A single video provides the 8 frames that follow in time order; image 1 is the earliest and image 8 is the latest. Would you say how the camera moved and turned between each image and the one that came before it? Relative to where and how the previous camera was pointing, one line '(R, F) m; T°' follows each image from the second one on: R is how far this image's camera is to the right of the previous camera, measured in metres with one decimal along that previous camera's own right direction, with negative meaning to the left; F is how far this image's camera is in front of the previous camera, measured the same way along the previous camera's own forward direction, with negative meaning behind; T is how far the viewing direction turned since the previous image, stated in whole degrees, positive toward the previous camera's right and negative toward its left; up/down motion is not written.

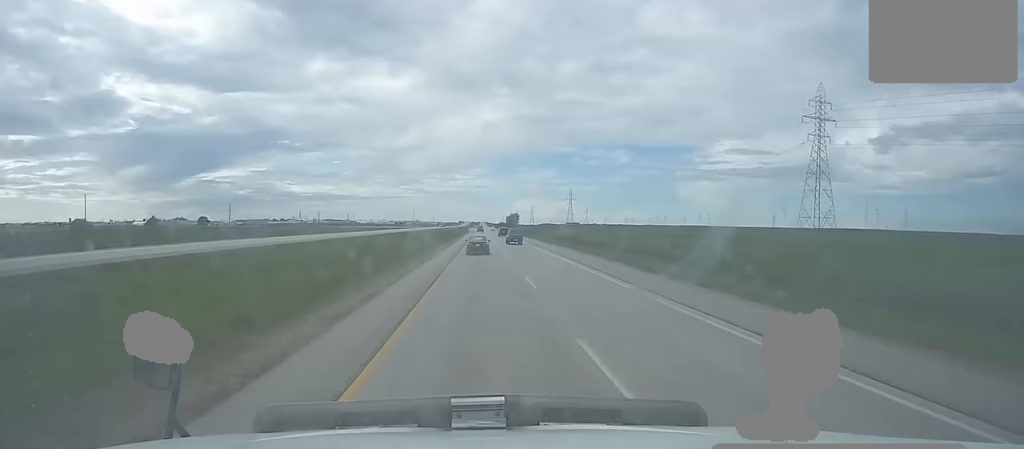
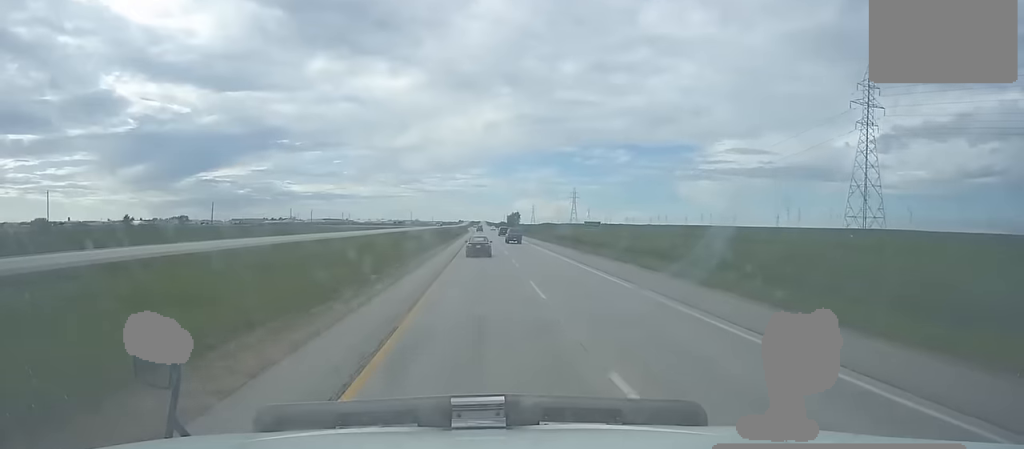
(+0.1, +14.6) m; 0°
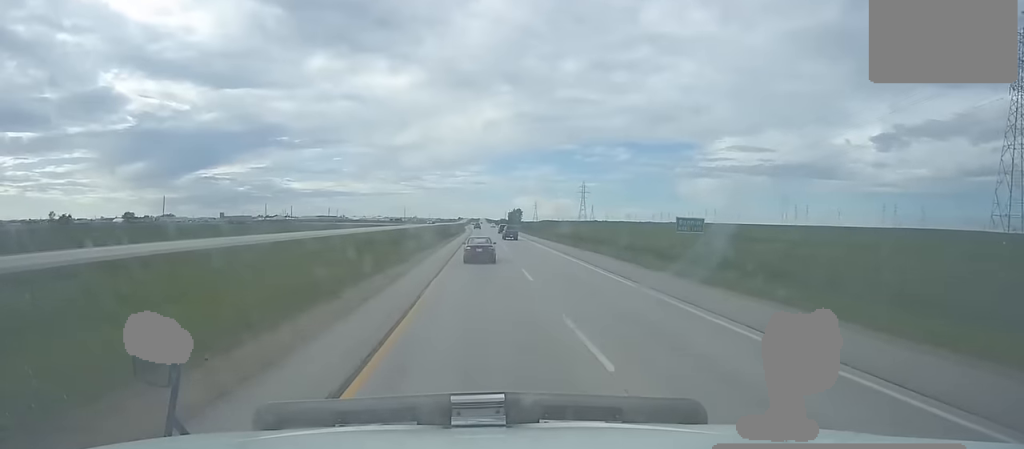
(-0.4, +32.9) m; 0°
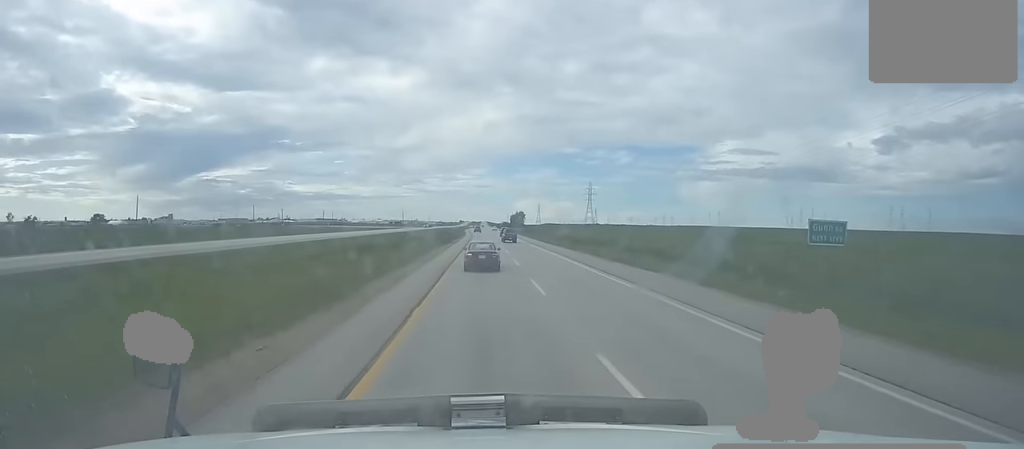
(+0.2, +16.2) m; 0°
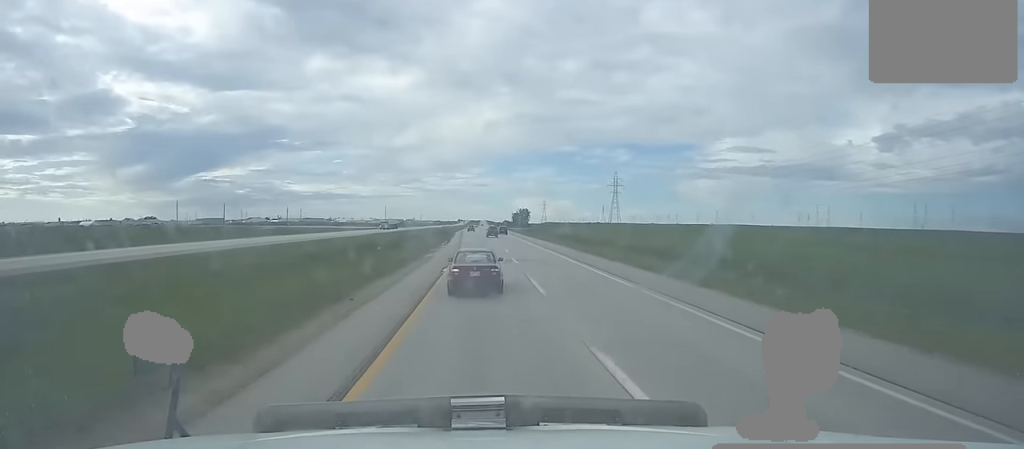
(-0.6, +64.6) m; -2°
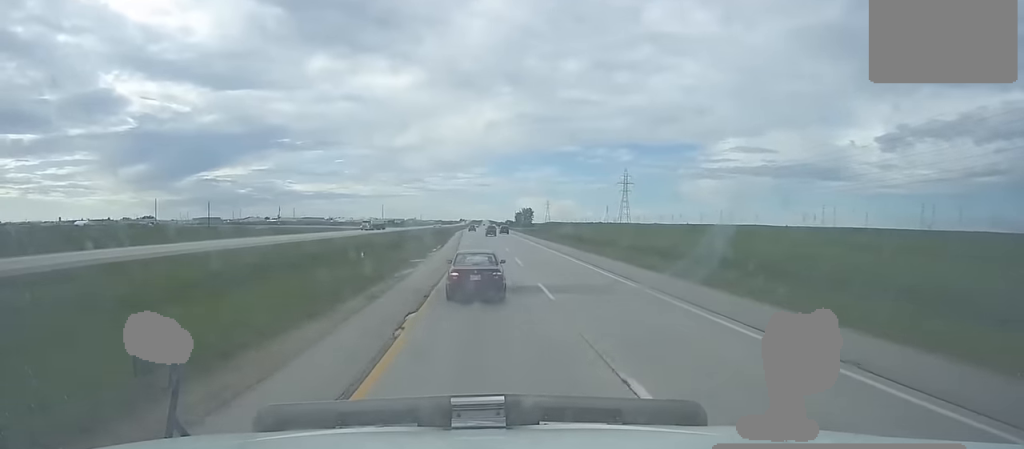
(0.0, +14.2) m; +1°
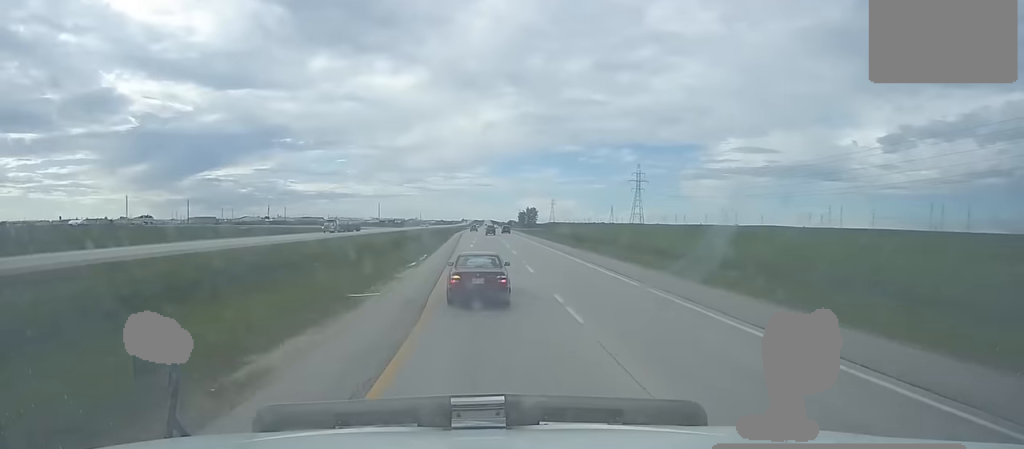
(0.0, +17.2) m; 0°
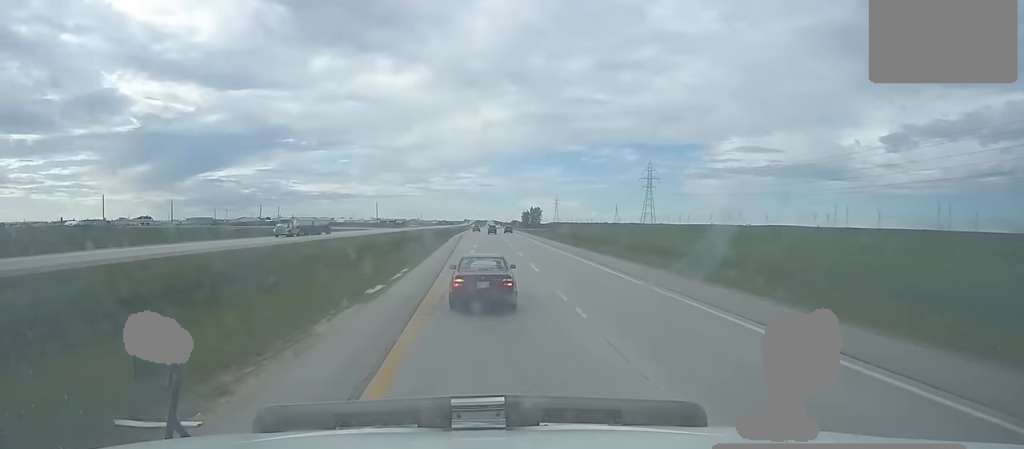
(+0.3, +12.7) m; -1°
